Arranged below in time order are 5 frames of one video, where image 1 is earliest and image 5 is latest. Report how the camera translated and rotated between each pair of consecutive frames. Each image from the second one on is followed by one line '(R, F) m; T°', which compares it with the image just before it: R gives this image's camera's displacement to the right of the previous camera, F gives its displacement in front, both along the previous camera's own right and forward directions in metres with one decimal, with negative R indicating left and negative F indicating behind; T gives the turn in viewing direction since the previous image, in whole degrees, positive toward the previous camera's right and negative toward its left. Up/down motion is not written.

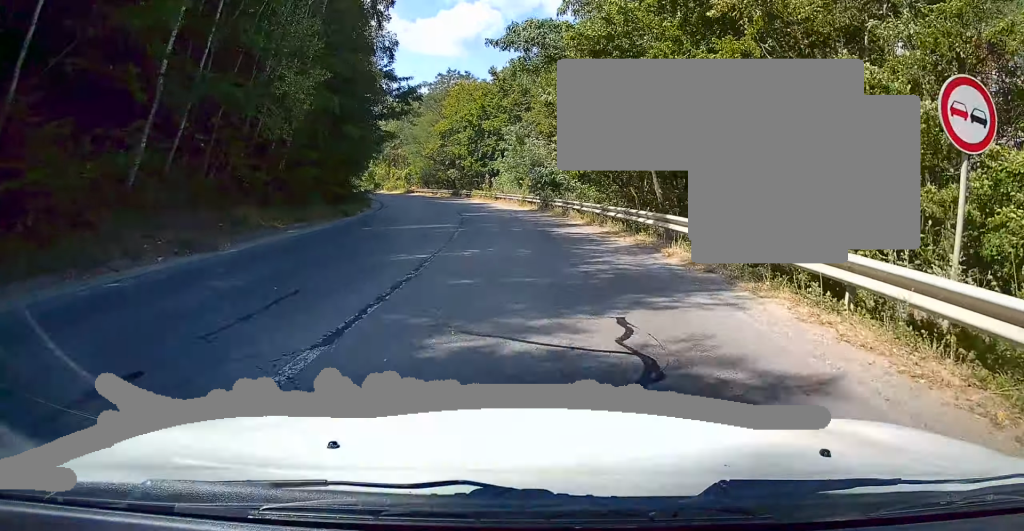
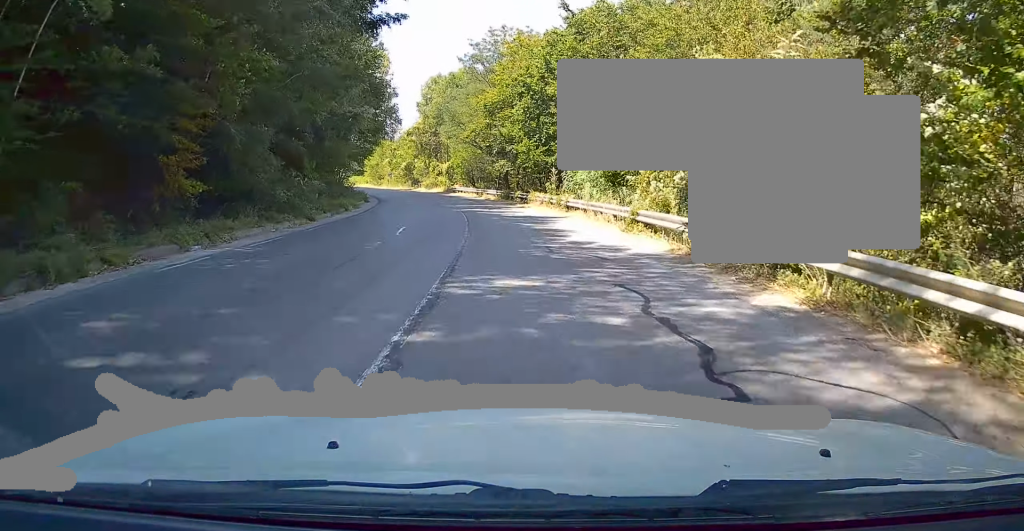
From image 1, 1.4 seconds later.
(-0.8, +23.0) m; -4°
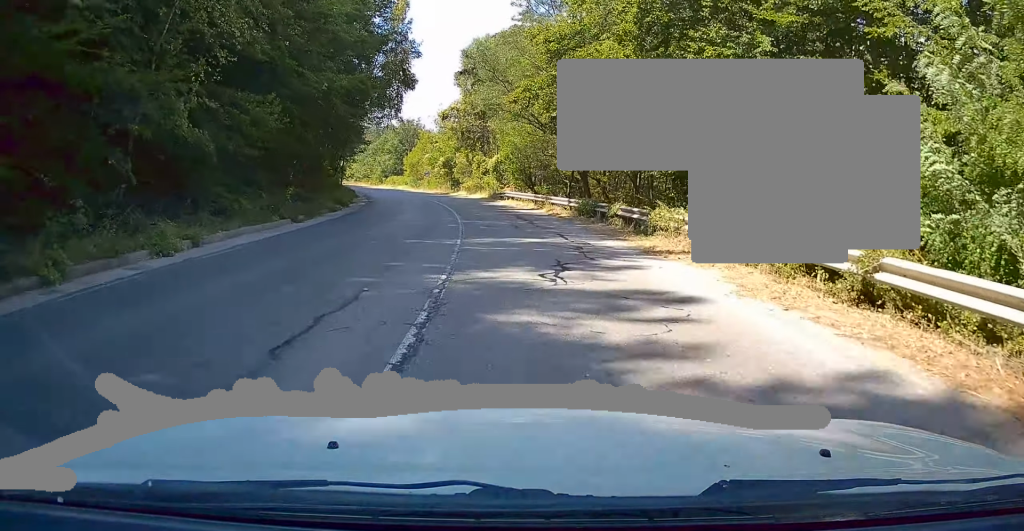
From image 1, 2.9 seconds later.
(-1.2, +23.4) m; -7°
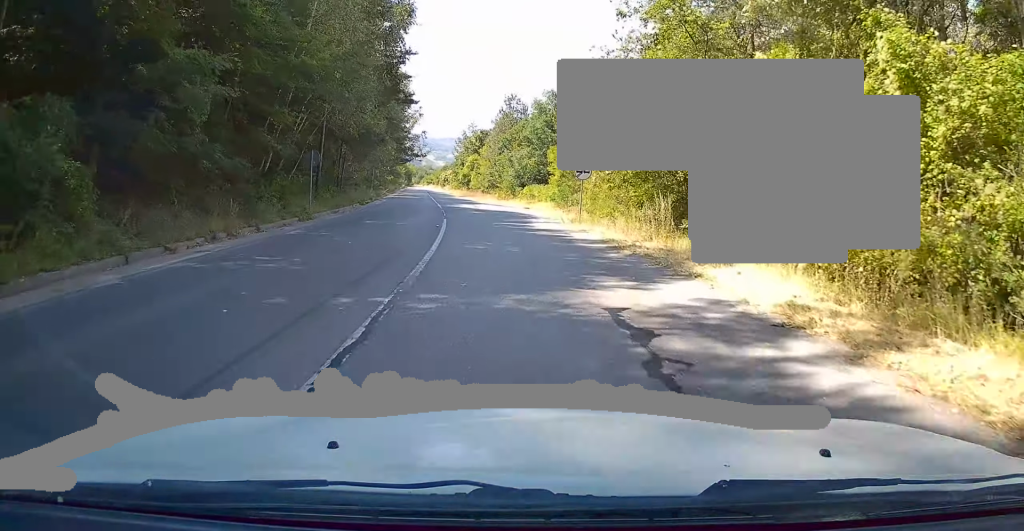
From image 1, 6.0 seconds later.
(-6.1, +50.3) m; -14°
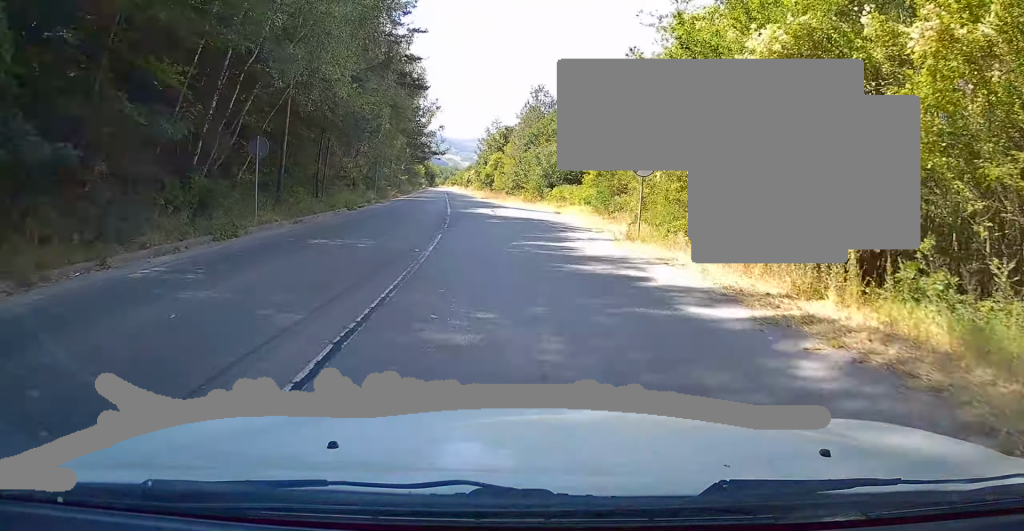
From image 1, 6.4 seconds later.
(-0.3, +7.7) m; -1°
